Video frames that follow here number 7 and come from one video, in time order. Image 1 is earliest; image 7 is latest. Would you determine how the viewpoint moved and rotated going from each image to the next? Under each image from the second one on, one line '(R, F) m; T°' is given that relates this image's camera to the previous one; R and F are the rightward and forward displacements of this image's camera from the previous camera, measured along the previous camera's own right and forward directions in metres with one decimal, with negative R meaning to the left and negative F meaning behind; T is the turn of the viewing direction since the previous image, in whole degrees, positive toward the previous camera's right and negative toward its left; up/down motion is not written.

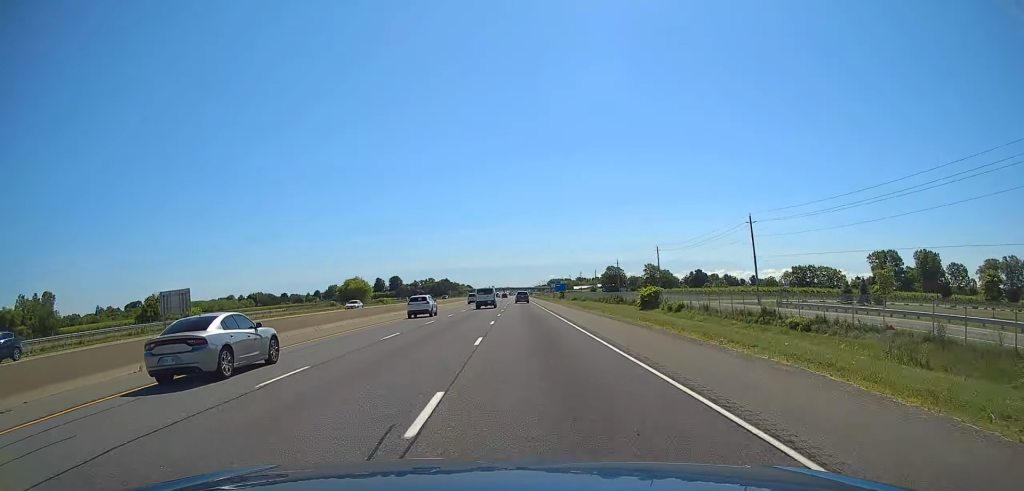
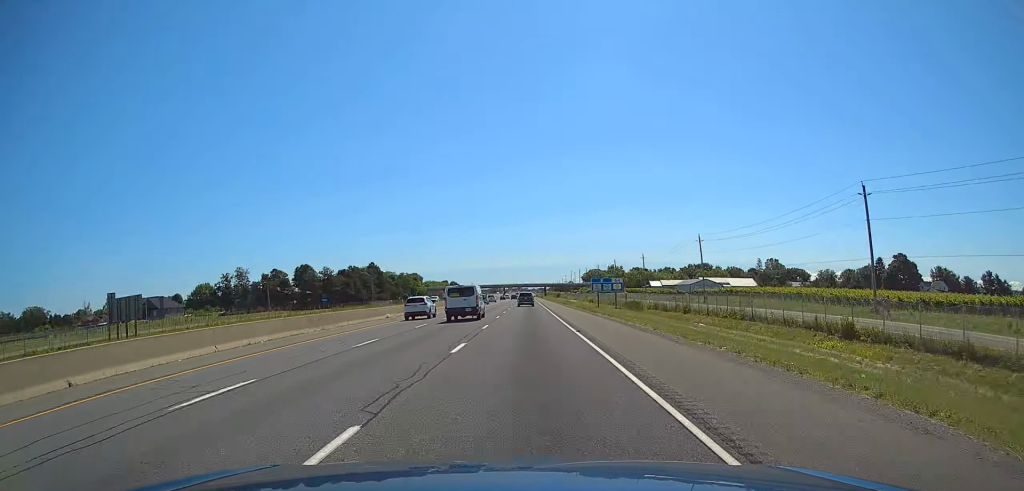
(-2.2, +331.1) m; -1°
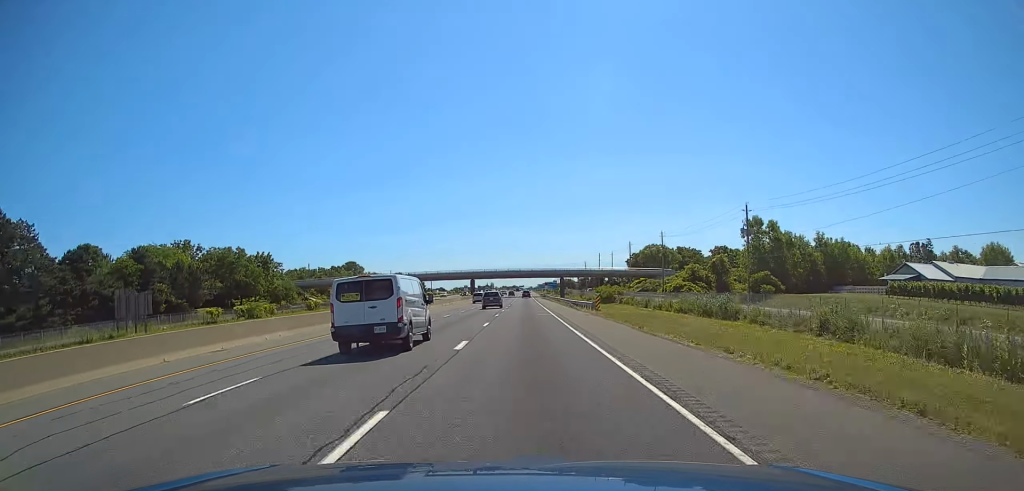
(+0.1, +203.7) m; 0°
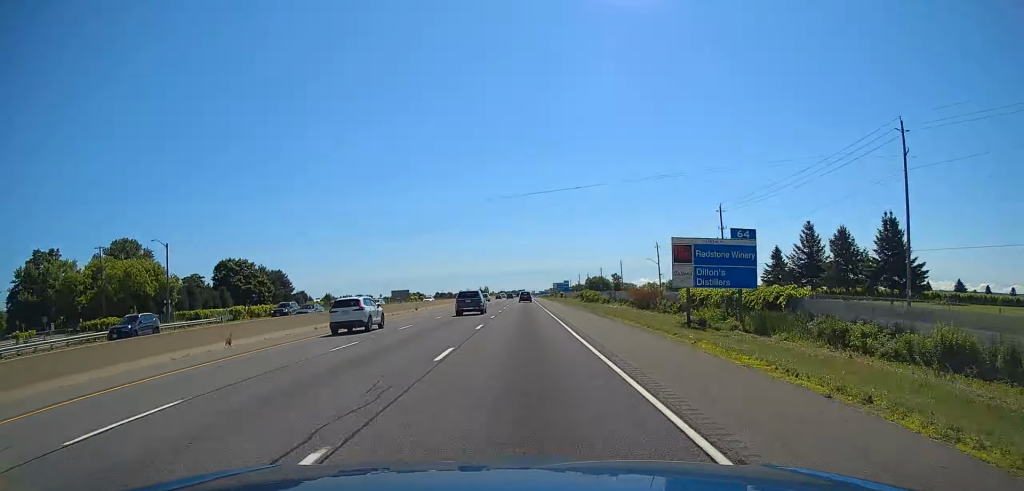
(0.0, +223.2) m; 0°
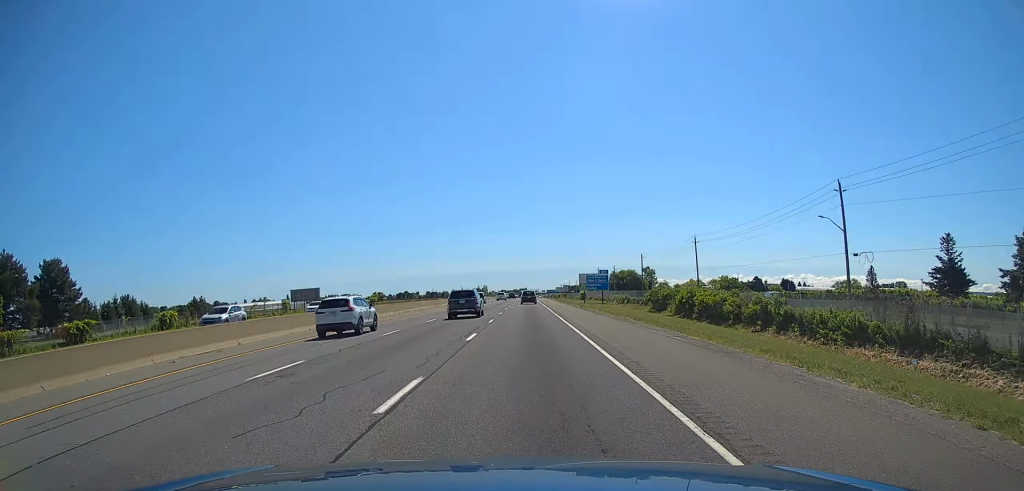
(-0.1, +88.3) m; 0°
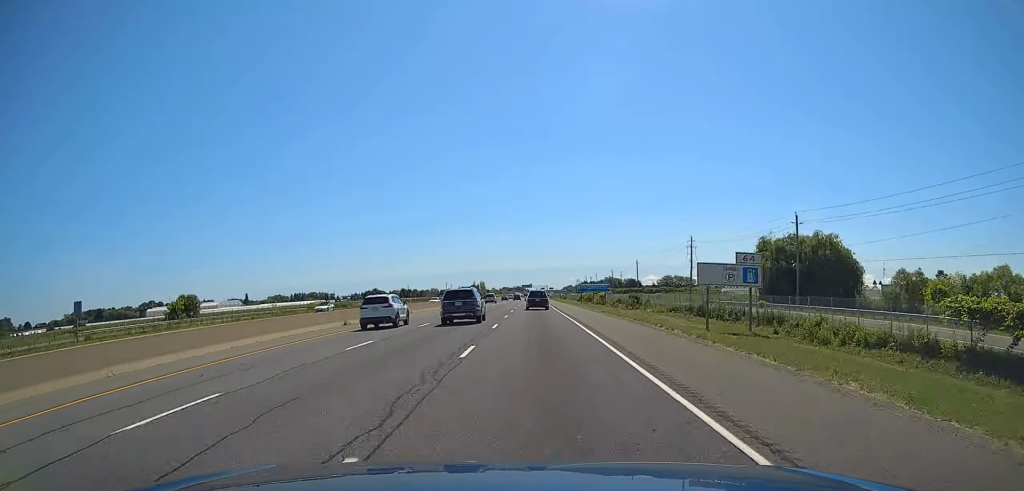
(-0.4, +162.9) m; 0°
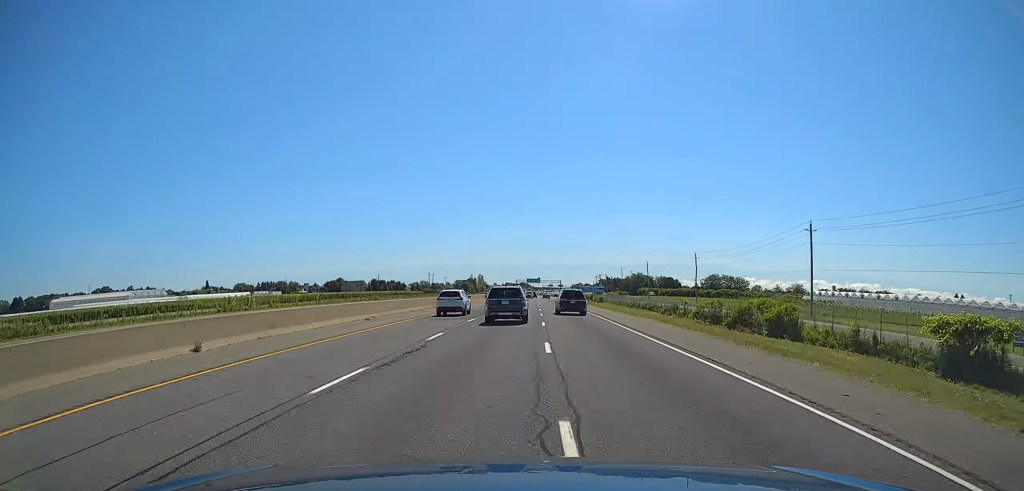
(-0.2, +122.9) m; 0°
